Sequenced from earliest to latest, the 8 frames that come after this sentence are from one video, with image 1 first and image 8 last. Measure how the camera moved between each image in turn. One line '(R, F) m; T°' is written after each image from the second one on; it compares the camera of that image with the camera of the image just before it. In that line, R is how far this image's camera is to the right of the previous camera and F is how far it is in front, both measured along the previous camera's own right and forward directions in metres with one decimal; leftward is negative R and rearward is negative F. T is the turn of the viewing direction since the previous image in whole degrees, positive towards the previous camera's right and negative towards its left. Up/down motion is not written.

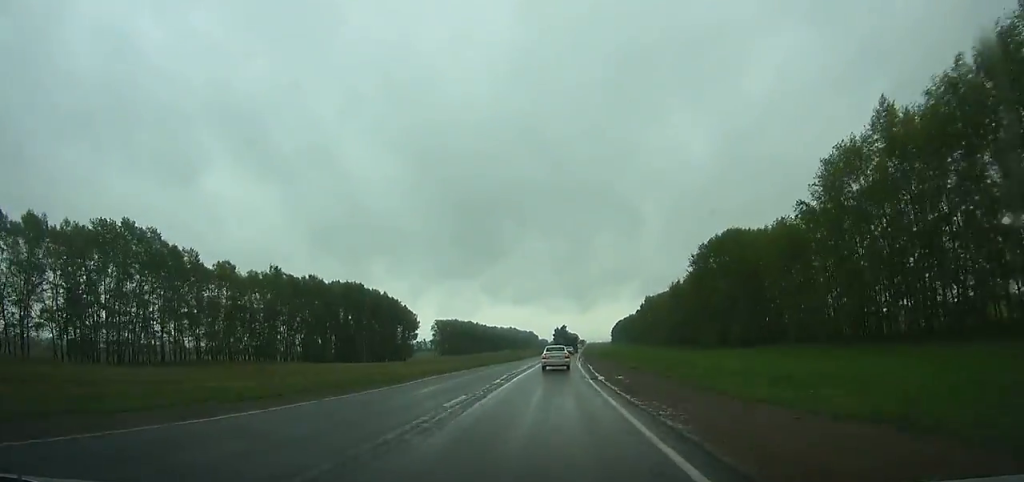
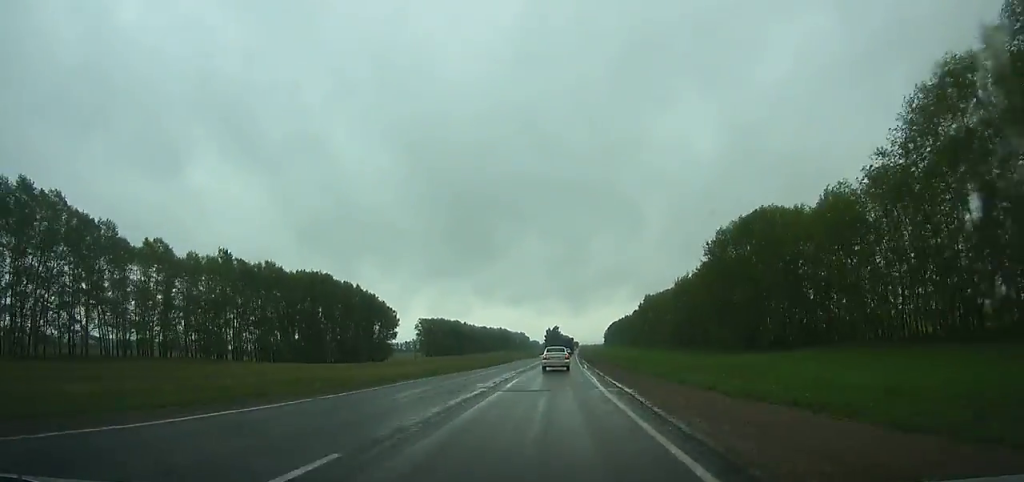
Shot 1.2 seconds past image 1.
(+0.2, +22.2) m; +1°
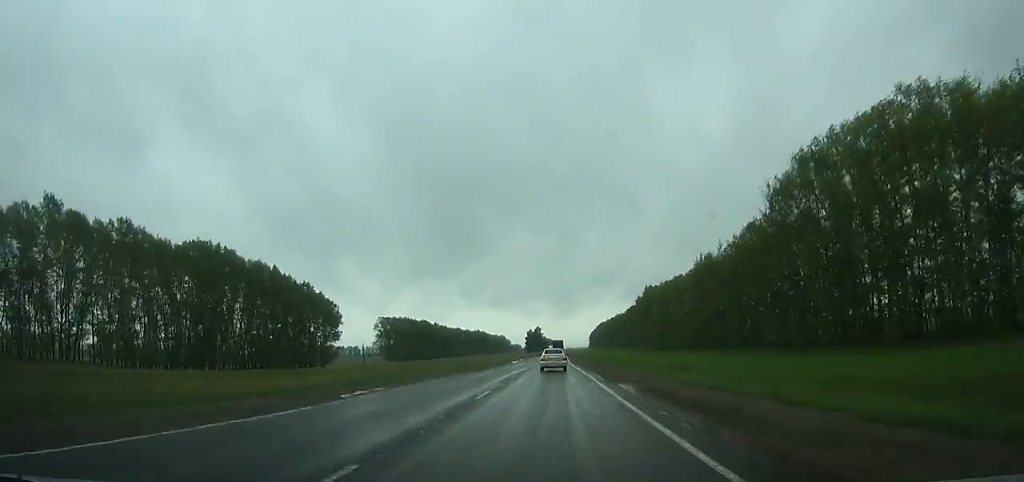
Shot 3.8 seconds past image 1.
(+0.5, +48.1) m; +1°
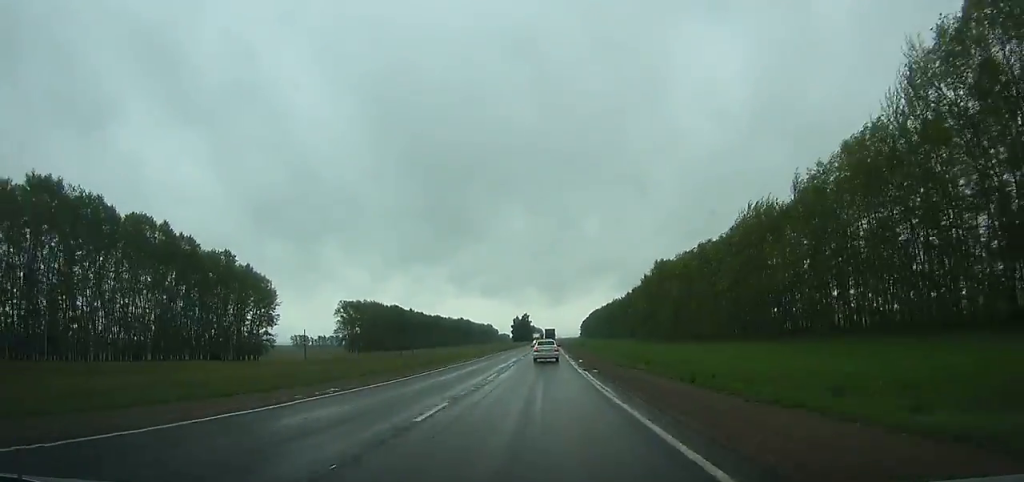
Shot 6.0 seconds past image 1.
(+0.6, +40.8) m; +1°
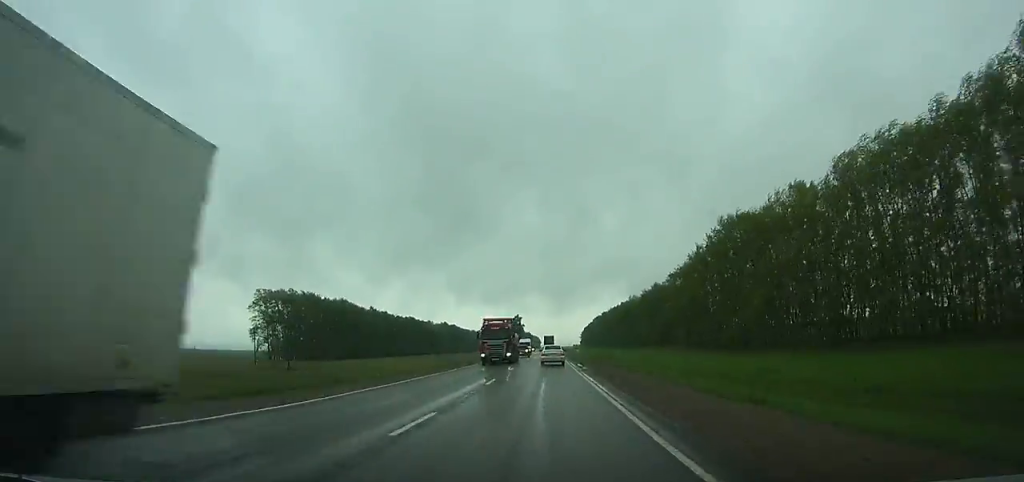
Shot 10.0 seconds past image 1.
(+0.6, +74.1) m; +1°
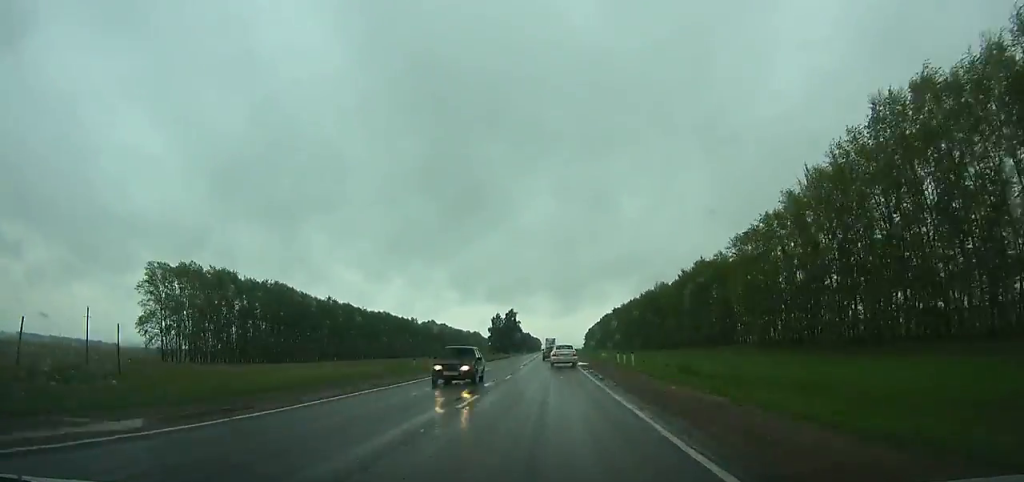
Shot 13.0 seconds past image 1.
(+0.1, +55.6) m; 0°
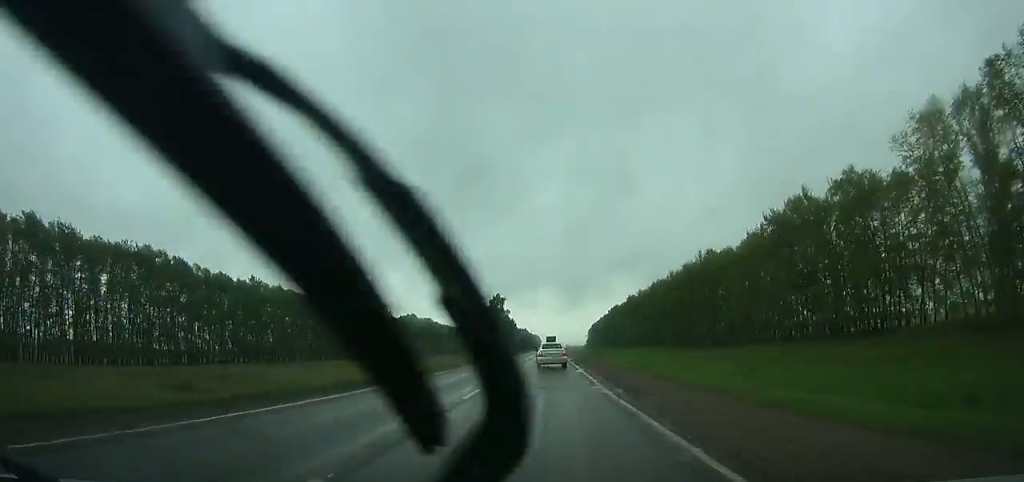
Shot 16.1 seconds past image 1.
(-0.1, +57.3) m; 0°
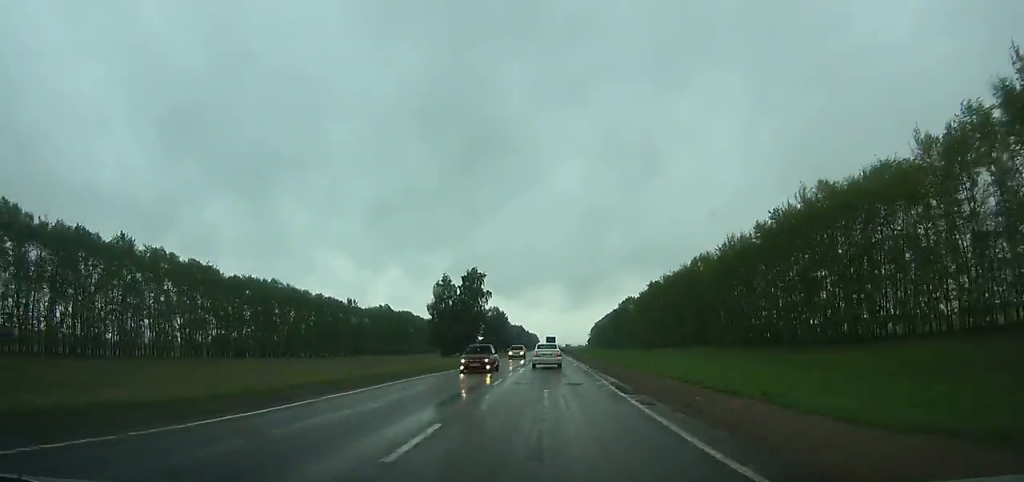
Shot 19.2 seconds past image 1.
(-0.1, +57.0) m; 0°
